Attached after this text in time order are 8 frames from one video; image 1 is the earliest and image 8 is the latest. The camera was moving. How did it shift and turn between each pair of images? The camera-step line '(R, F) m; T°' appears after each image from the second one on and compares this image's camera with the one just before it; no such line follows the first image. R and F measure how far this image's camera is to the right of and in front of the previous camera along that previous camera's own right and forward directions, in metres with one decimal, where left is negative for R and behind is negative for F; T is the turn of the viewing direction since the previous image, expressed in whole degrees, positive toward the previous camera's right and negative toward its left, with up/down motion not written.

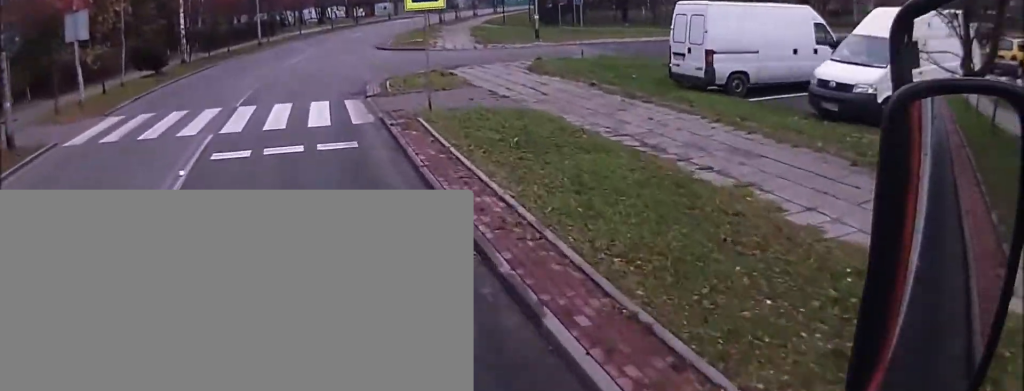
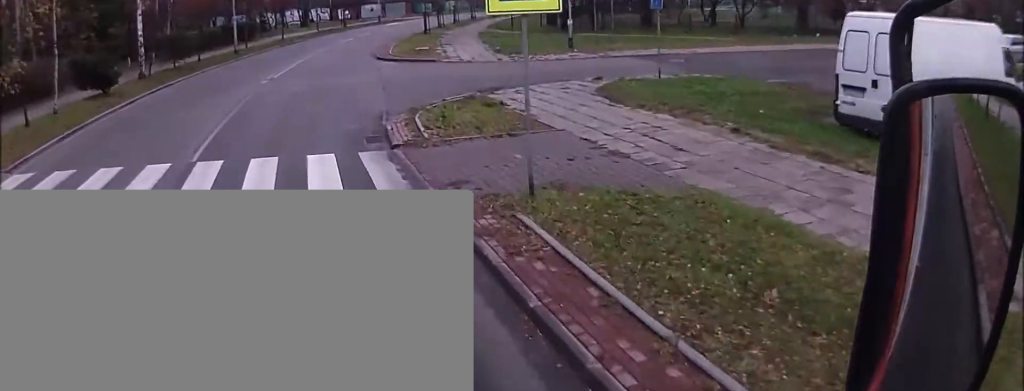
(-0.1, +6.3) m; 0°
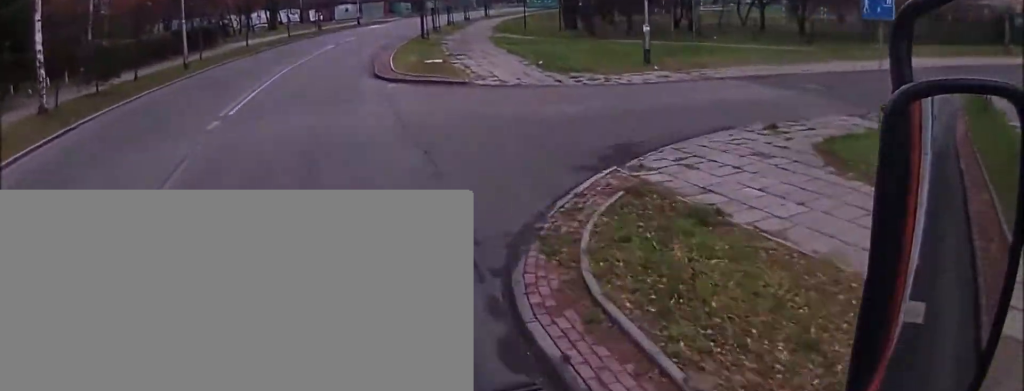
(0.0, +8.5) m; +3°
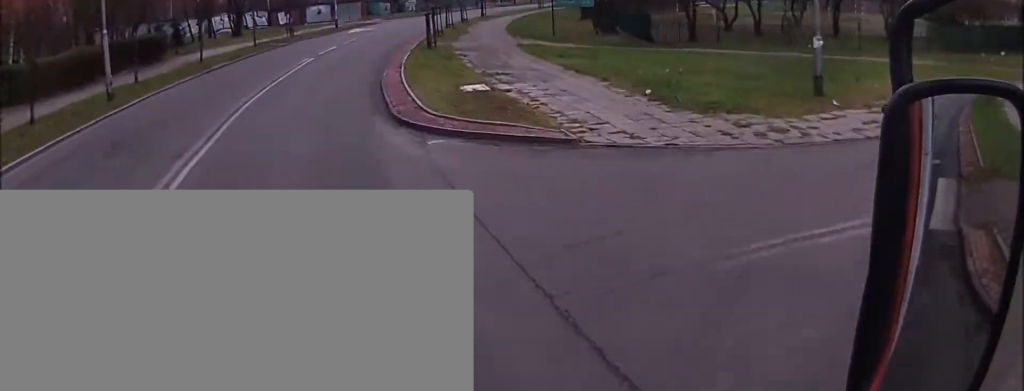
(+0.4, +8.8) m; +3°
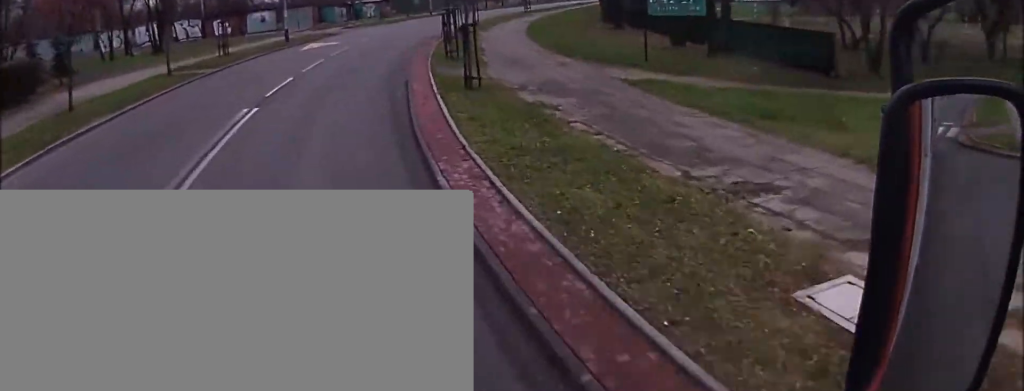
(+0.3, +13.1) m; +4°
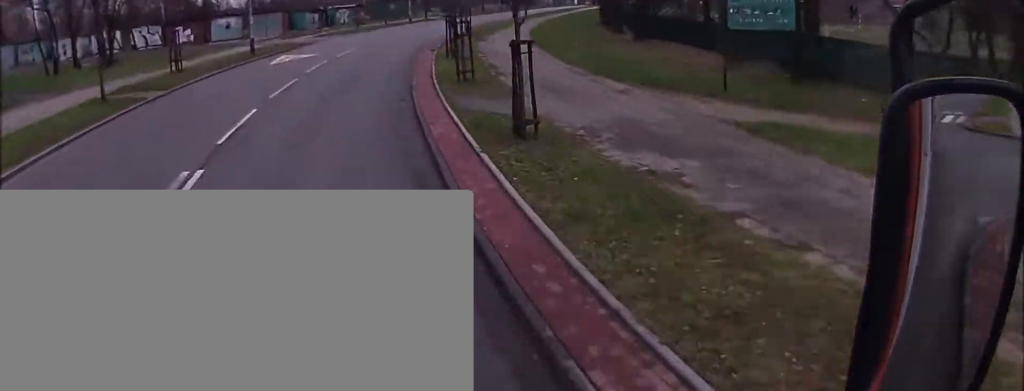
(+0.2, +5.5) m; +2°
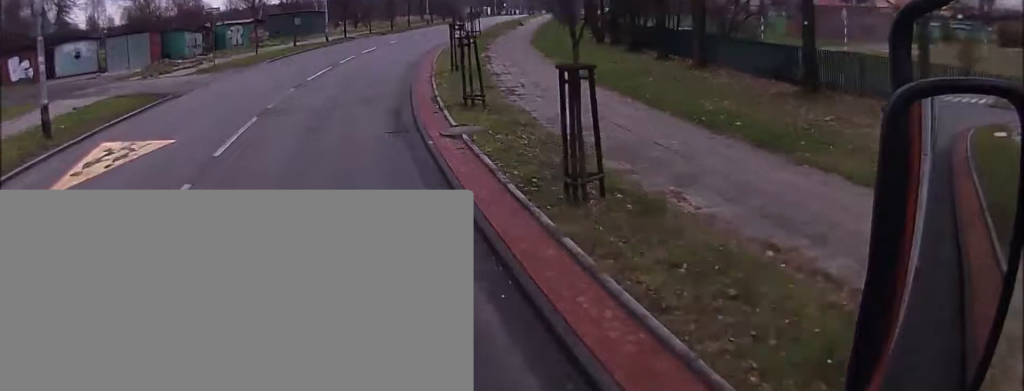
(+0.9, +17.5) m; +9°
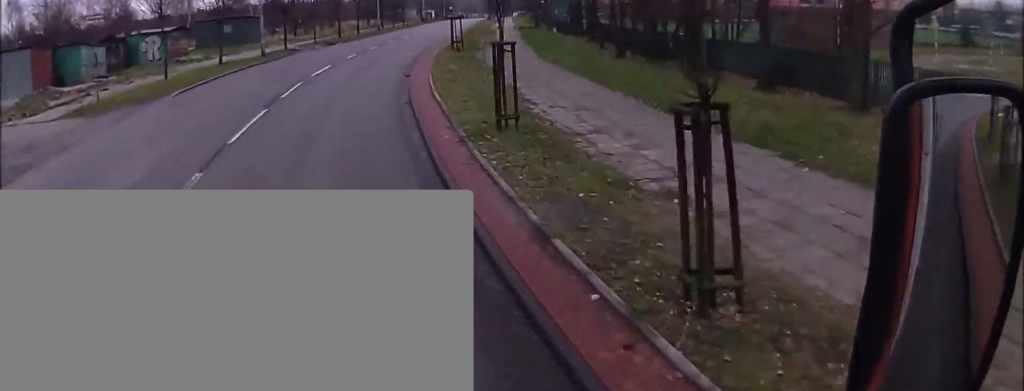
(+0.8, +10.6) m; +6°
